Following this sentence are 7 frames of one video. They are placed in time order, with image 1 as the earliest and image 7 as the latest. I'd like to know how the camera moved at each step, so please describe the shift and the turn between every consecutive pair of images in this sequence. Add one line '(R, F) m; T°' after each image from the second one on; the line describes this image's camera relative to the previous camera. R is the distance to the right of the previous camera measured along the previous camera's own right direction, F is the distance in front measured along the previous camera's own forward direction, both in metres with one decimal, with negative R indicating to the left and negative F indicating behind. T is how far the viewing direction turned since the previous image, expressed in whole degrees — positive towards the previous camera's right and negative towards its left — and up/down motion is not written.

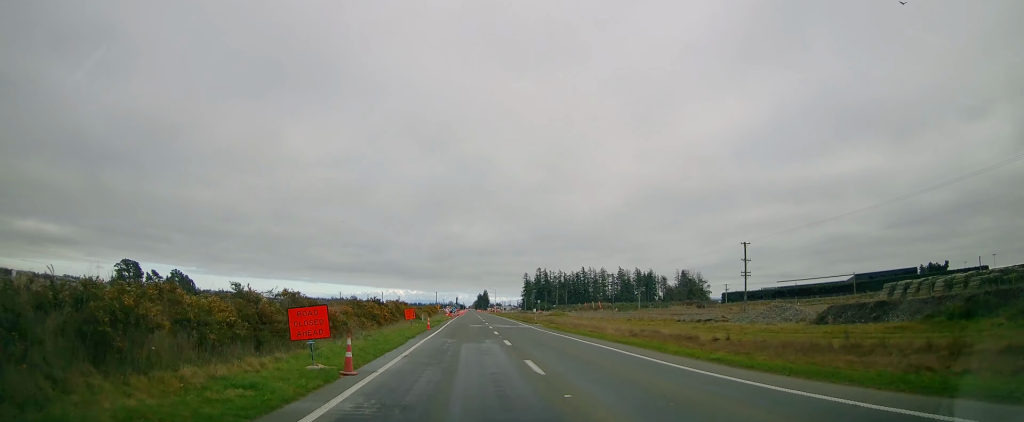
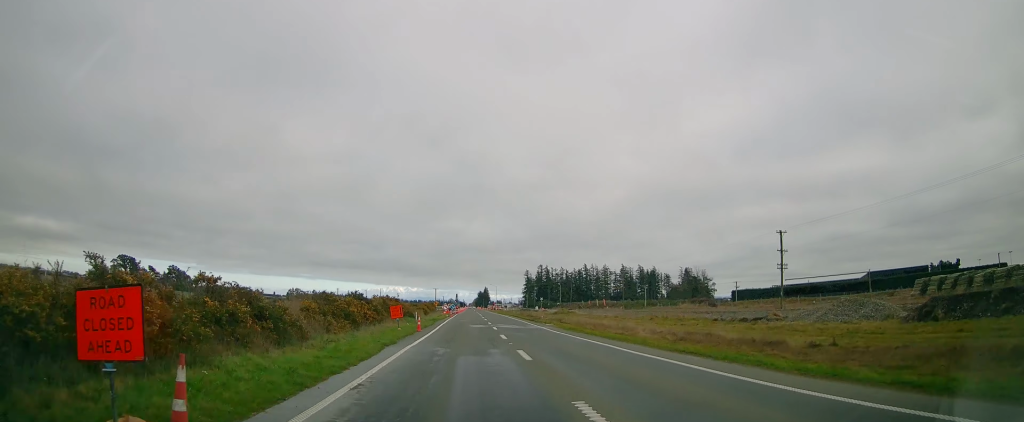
(0.0, +7.4) m; 0°
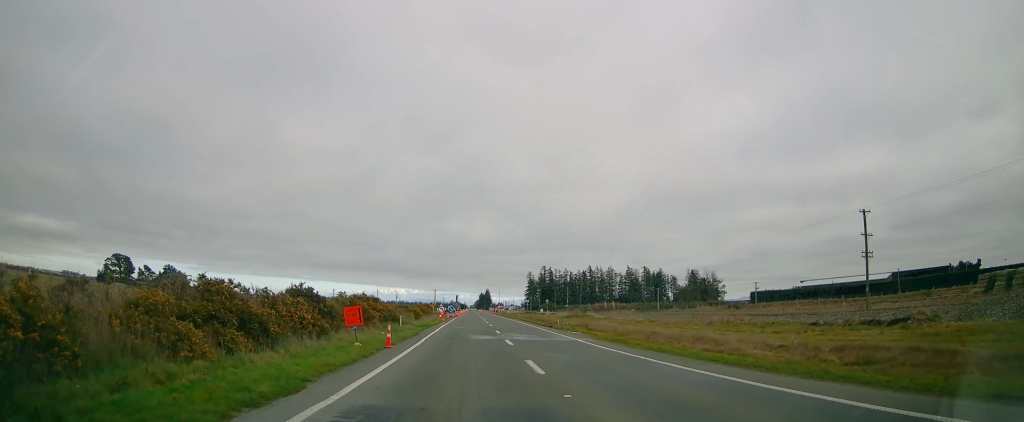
(+0.2, +12.3) m; 0°
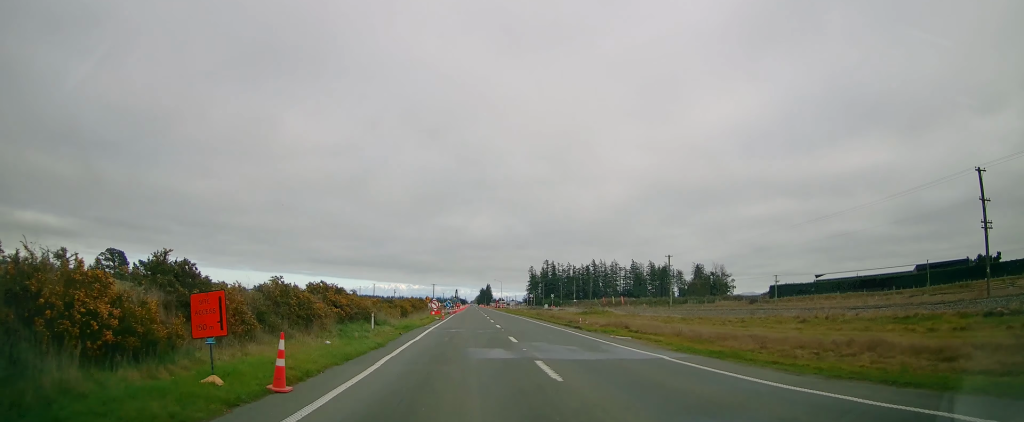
(0.0, +11.7) m; -1°
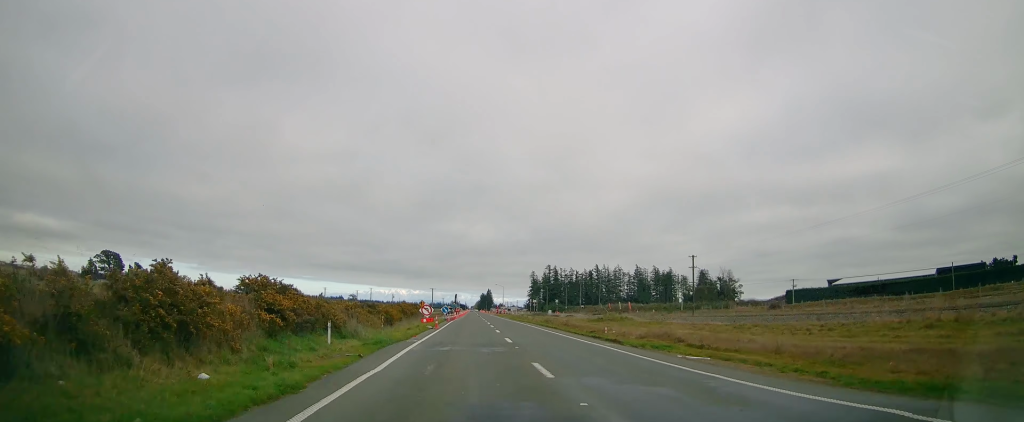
(0.0, +8.9) m; -1°
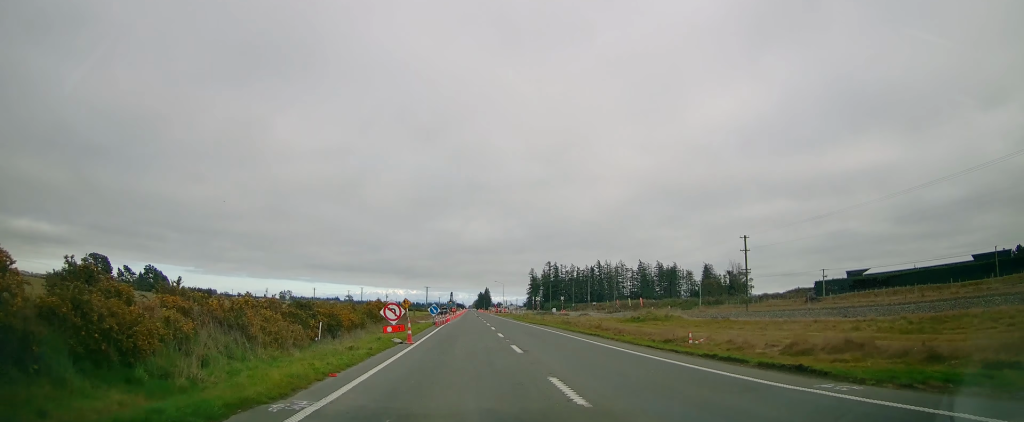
(-0.4, +15.6) m; 0°
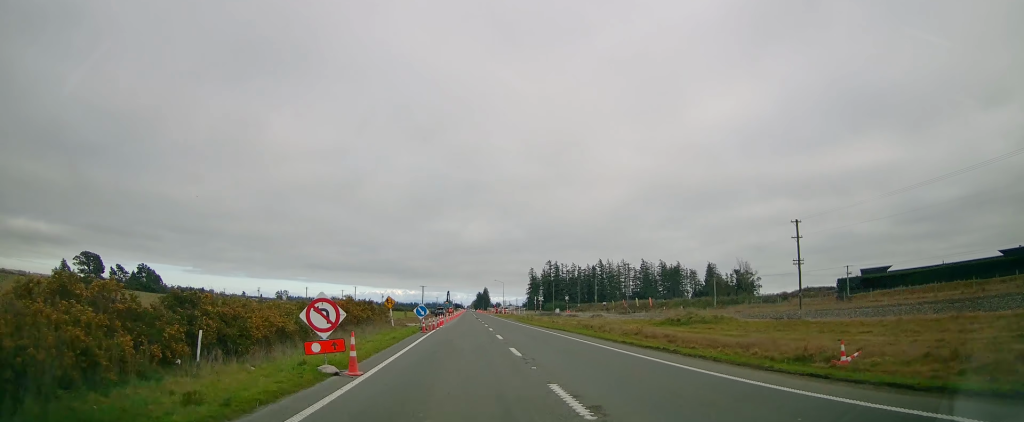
(+0.4, +10.4) m; +1°
